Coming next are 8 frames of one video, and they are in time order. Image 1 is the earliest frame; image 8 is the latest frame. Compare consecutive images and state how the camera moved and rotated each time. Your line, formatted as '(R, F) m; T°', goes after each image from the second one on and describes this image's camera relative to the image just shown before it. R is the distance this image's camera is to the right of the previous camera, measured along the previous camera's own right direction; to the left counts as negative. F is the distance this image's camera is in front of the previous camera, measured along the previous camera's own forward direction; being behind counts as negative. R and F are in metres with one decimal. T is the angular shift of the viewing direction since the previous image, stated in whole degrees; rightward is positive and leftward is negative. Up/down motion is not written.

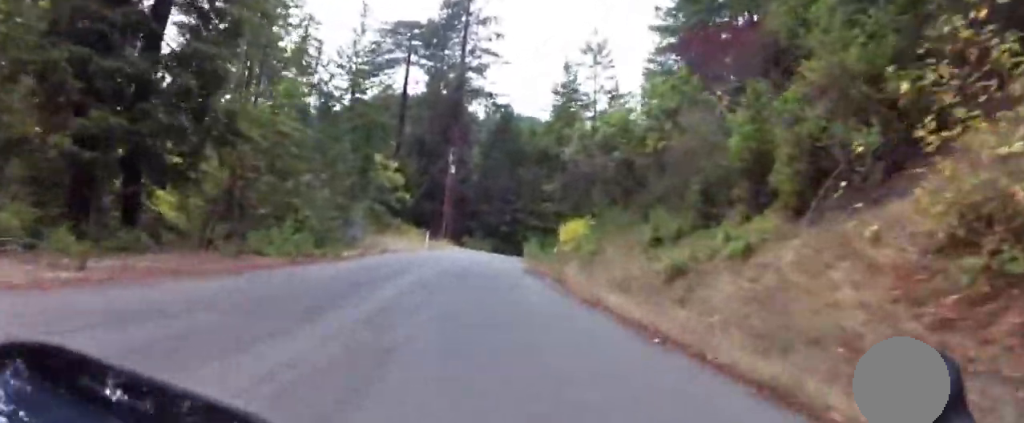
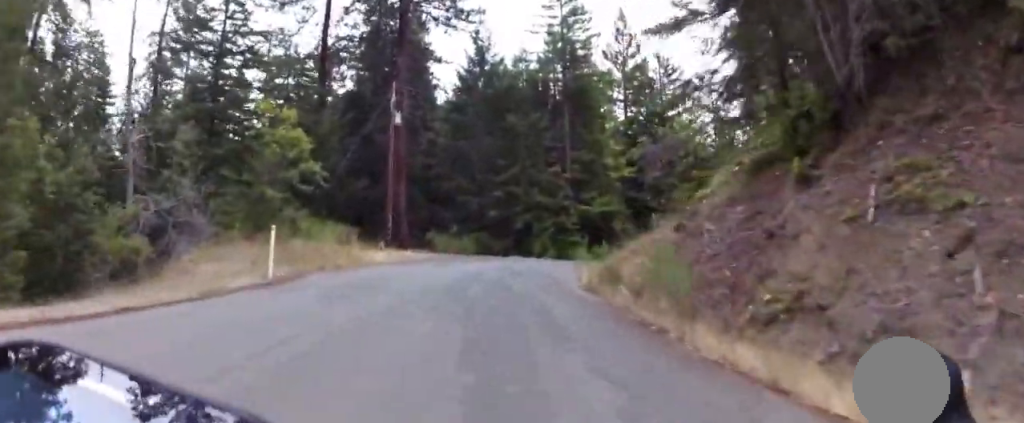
(+5.0, +32.3) m; +25°
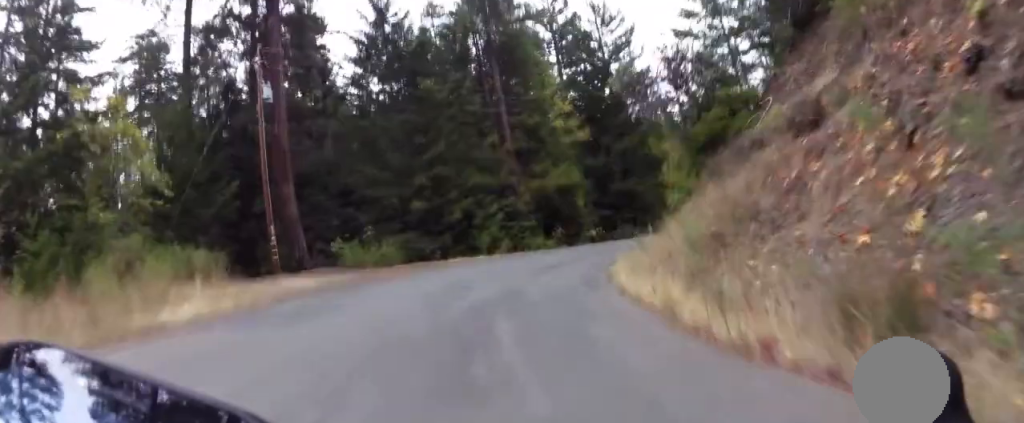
(+2.0, +11.7) m; +25°
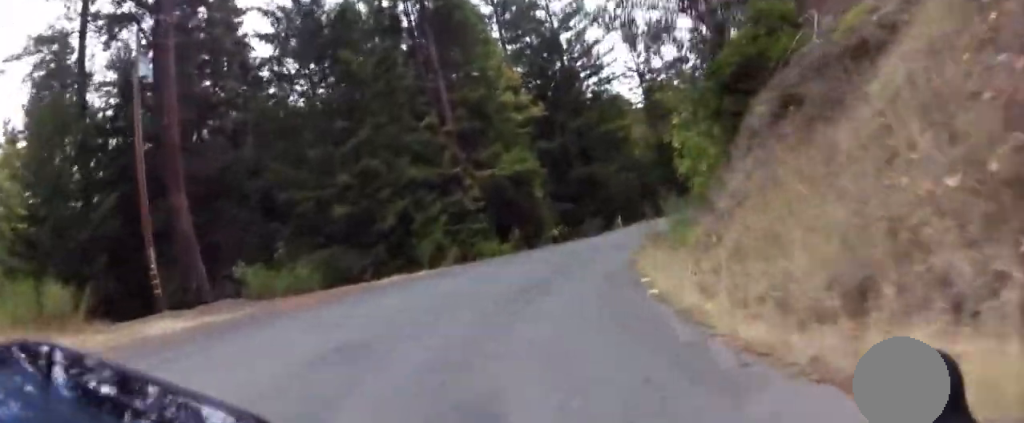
(+0.3, +6.0) m; +15°
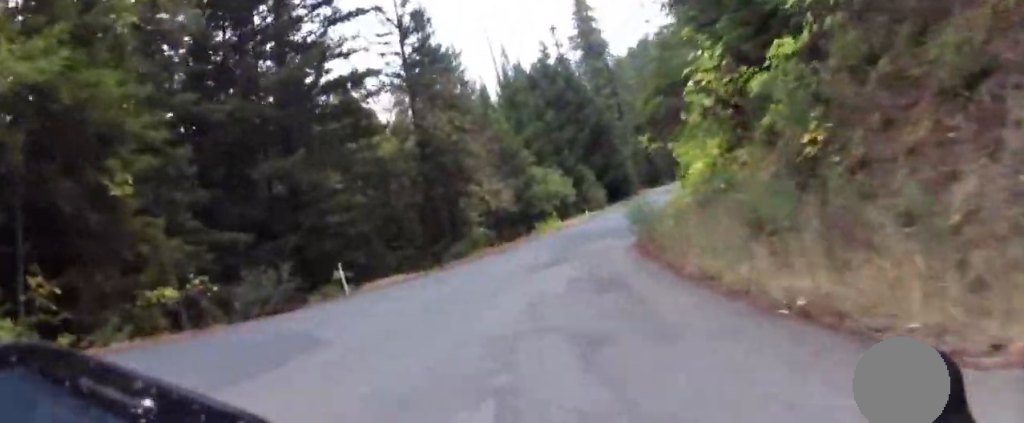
(+5.9, +23.0) m; +8°
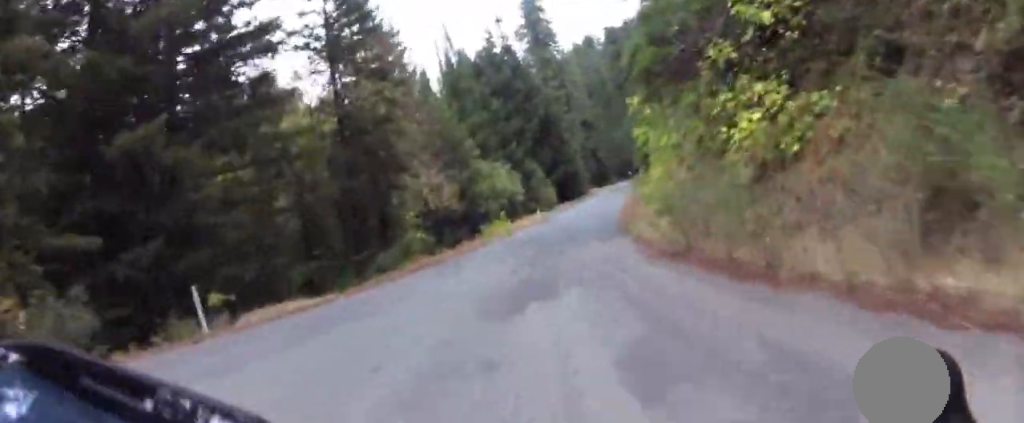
(-0.6, +6.3) m; -4°
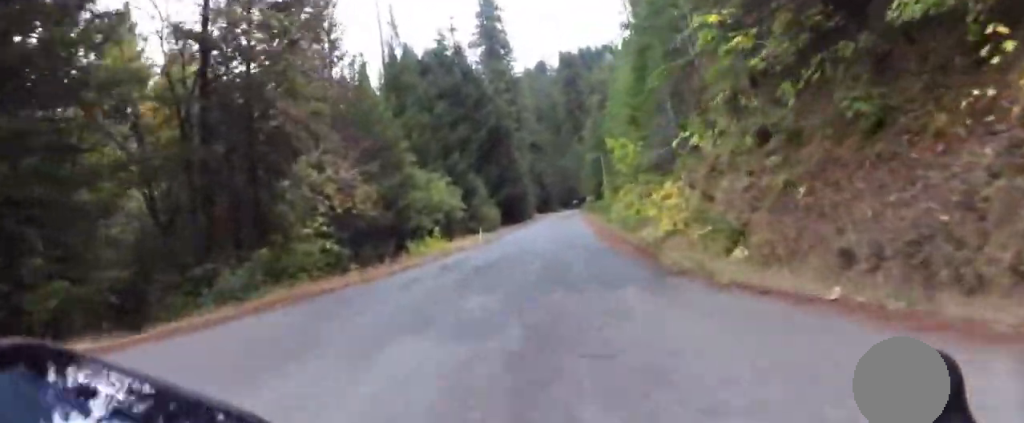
(-0.5, +9.2) m; -2°
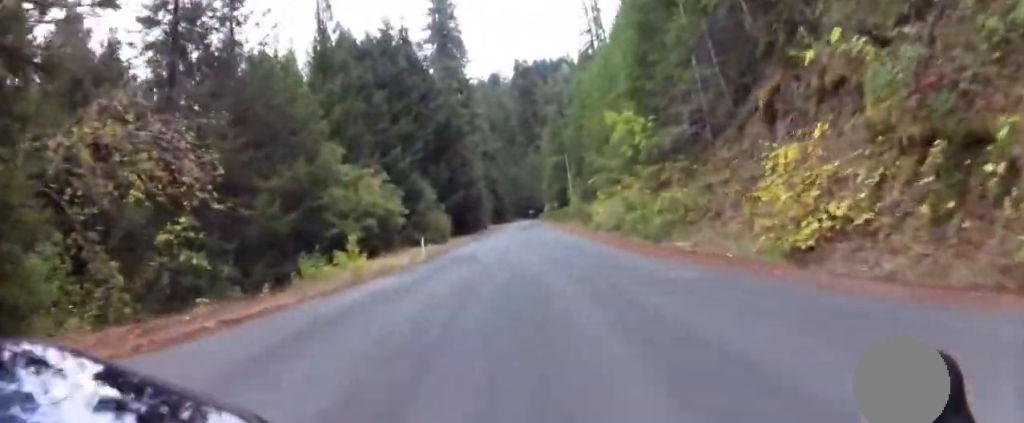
(-0.1, +11.3) m; +6°
